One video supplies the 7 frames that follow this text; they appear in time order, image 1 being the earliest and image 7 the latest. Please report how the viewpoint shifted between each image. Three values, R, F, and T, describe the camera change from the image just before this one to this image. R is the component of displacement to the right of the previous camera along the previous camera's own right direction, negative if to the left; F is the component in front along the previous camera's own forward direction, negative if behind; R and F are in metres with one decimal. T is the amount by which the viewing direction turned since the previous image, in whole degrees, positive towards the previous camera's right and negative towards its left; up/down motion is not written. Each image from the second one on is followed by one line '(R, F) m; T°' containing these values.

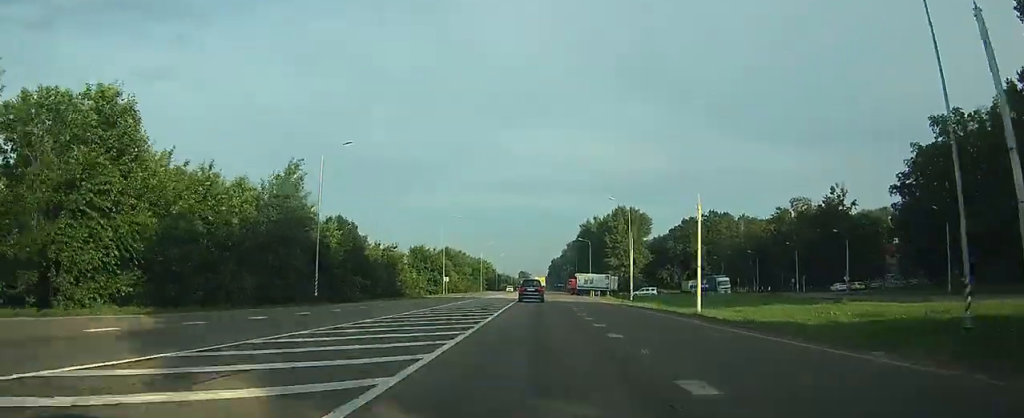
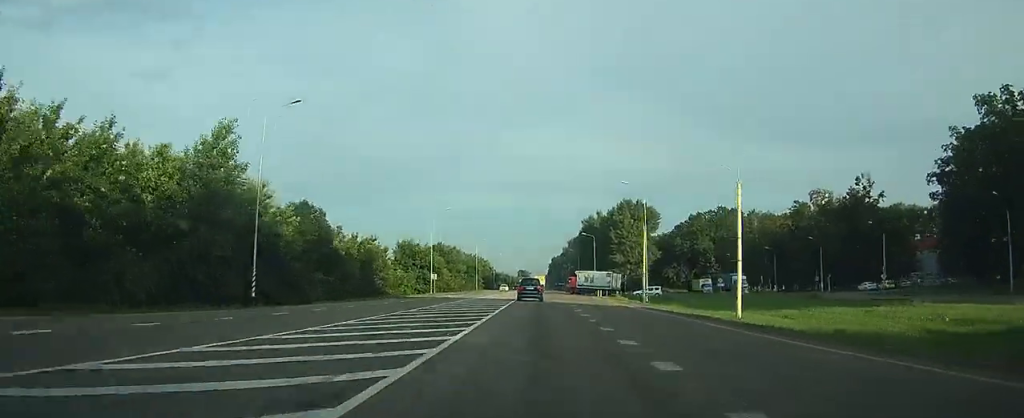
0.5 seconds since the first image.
(0.0, +8.9) m; 0°
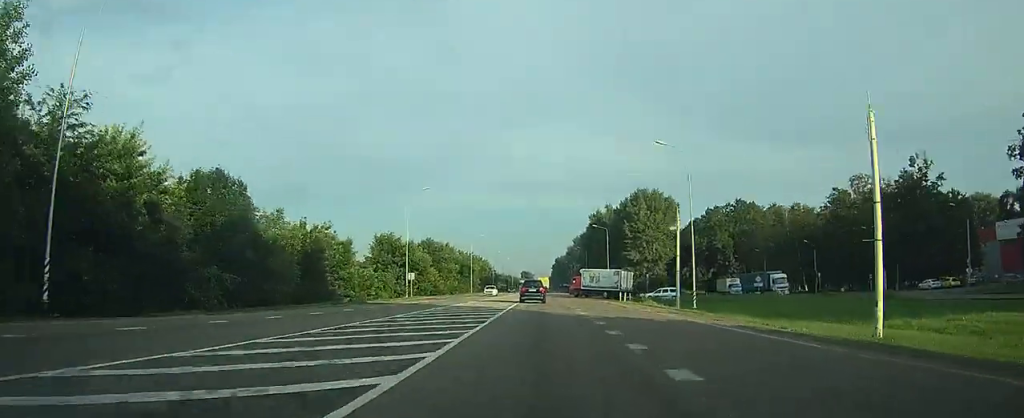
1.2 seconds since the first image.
(0.0, +15.3) m; 0°
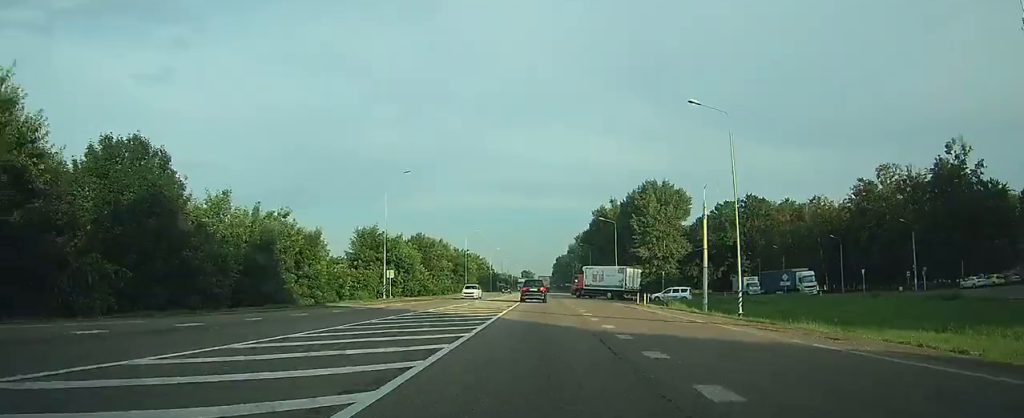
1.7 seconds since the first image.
(0.0, +9.5) m; 0°
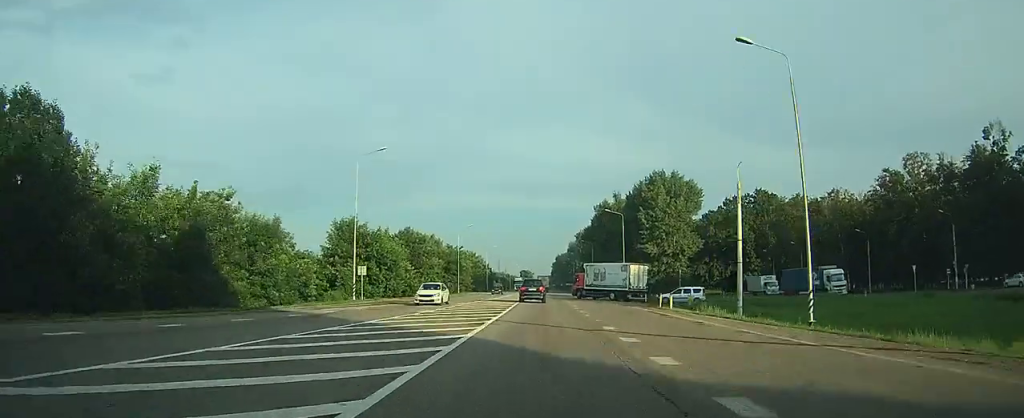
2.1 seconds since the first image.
(0.0, +8.9) m; 0°
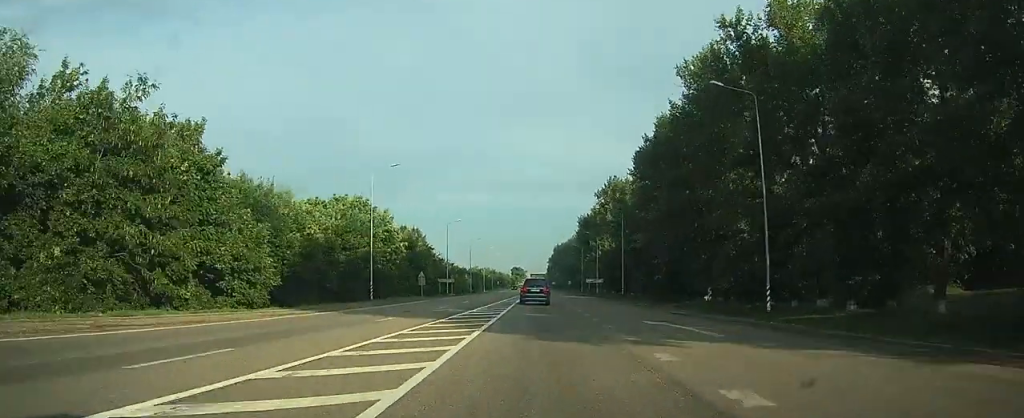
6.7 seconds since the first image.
(+0.3, +118.3) m; 0°
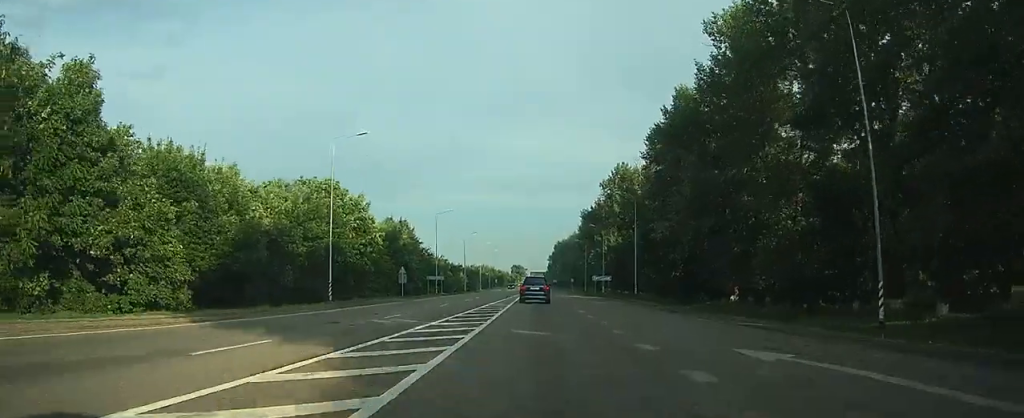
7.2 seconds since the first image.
(0.0, +10.5) m; 0°
